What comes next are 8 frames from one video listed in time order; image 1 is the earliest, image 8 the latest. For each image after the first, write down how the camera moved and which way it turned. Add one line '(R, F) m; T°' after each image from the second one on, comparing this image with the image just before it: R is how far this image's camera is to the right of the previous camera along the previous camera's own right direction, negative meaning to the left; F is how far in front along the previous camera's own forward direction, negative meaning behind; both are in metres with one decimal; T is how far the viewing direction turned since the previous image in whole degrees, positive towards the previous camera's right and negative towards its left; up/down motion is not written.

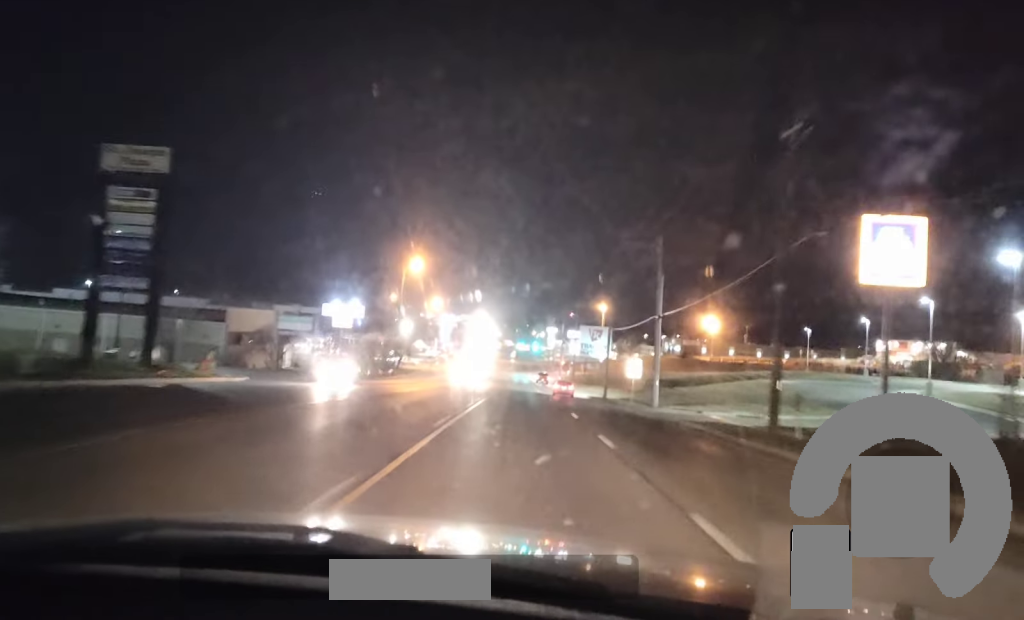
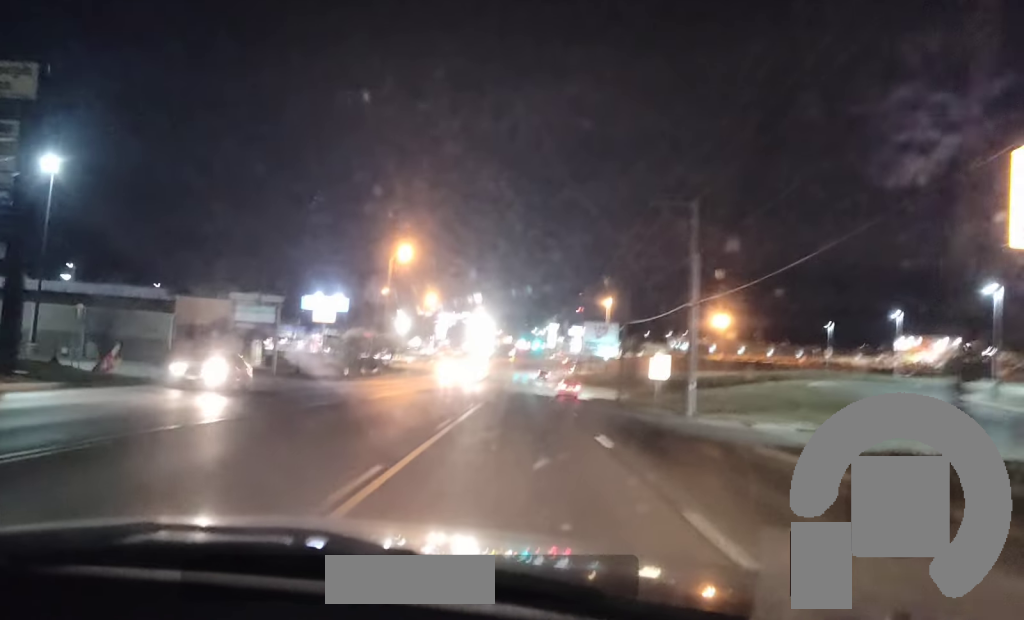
(0.0, +11.0) m; 0°
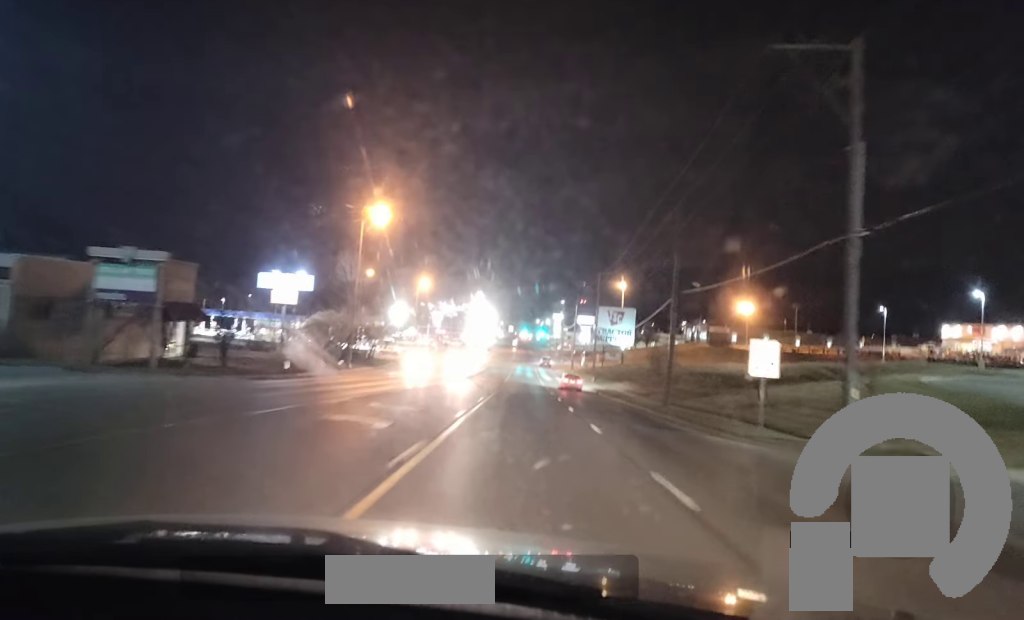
(+0.1, +20.4) m; 0°
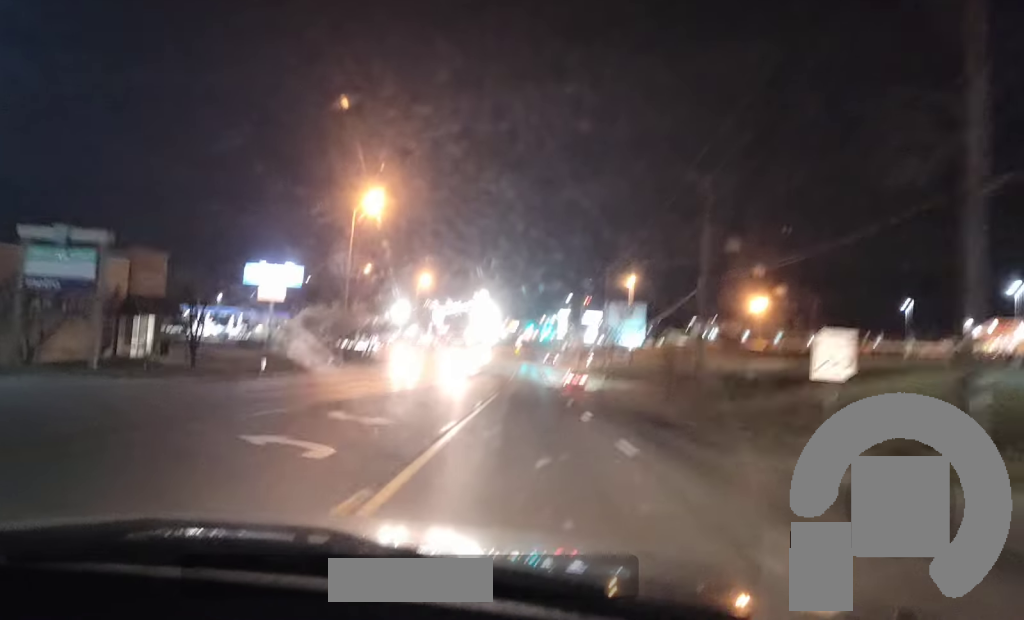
(0.0, +6.7) m; 0°
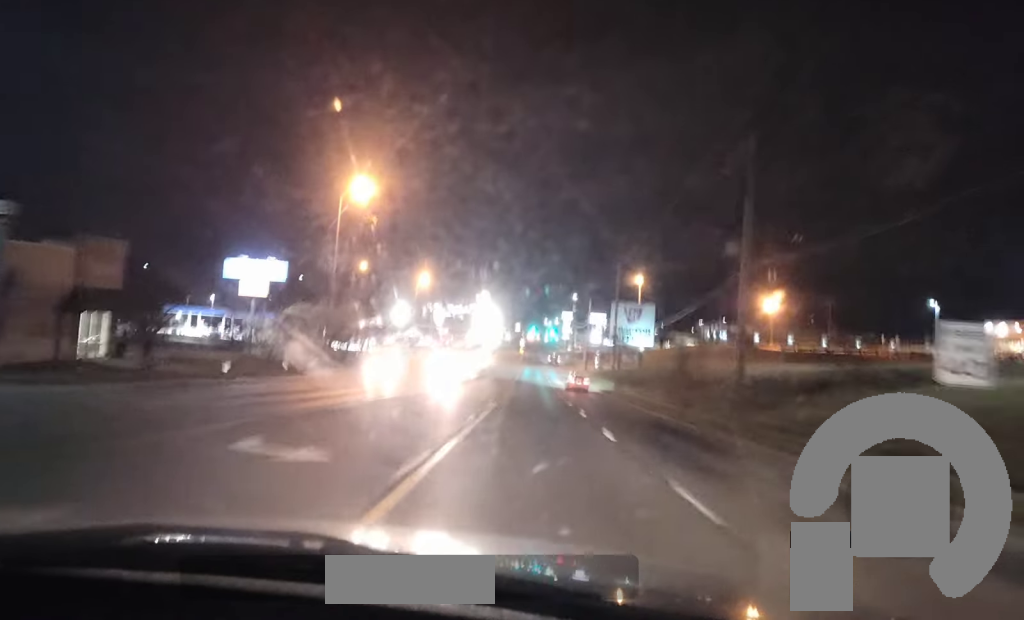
(0.0, +6.7) m; 0°
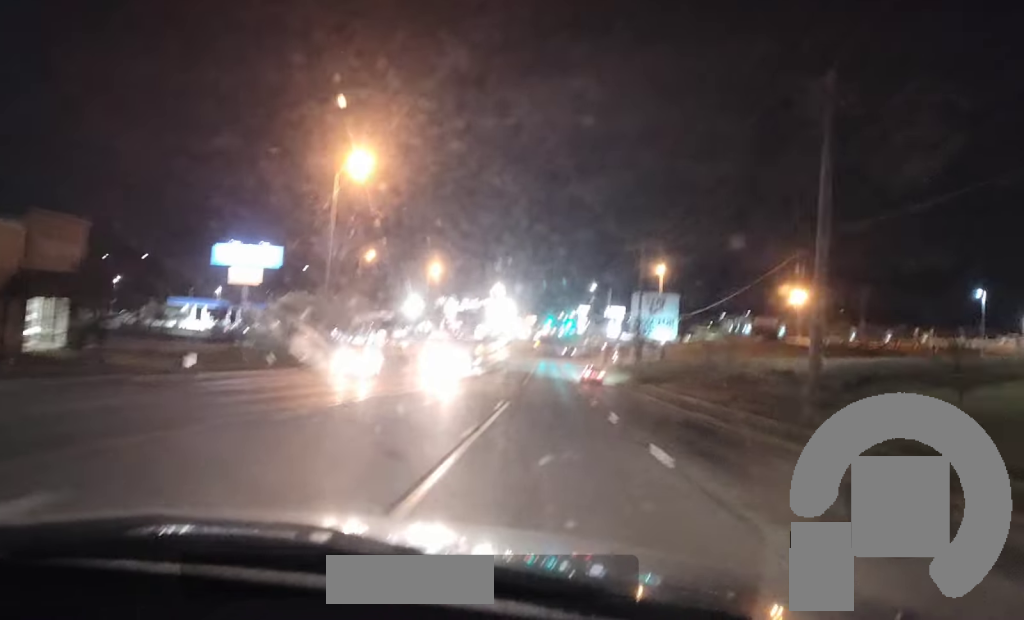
(0.0, +6.0) m; 0°
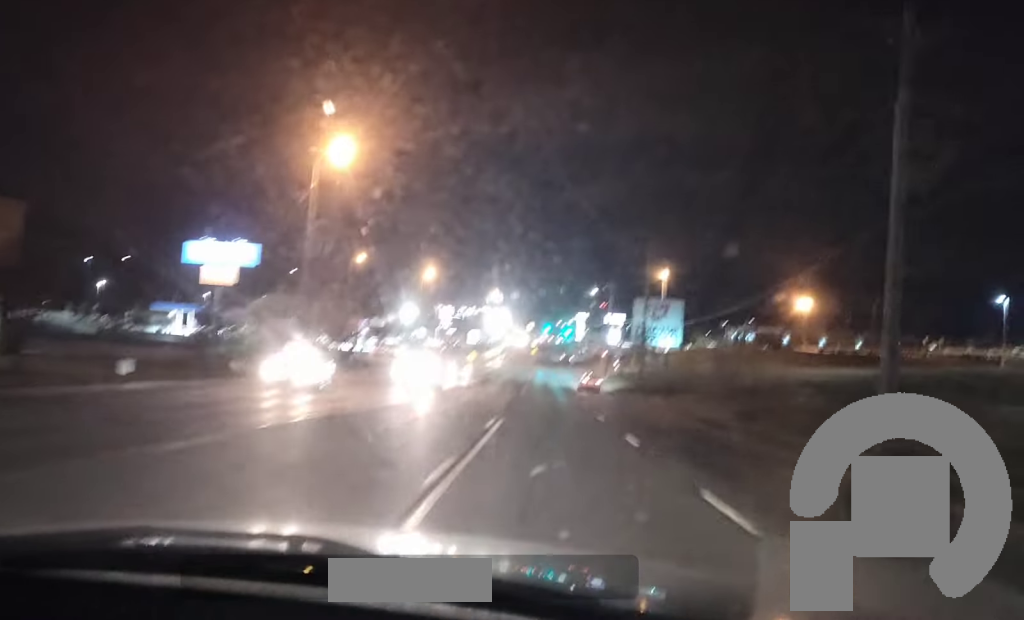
(0.0, +6.0) m; 0°
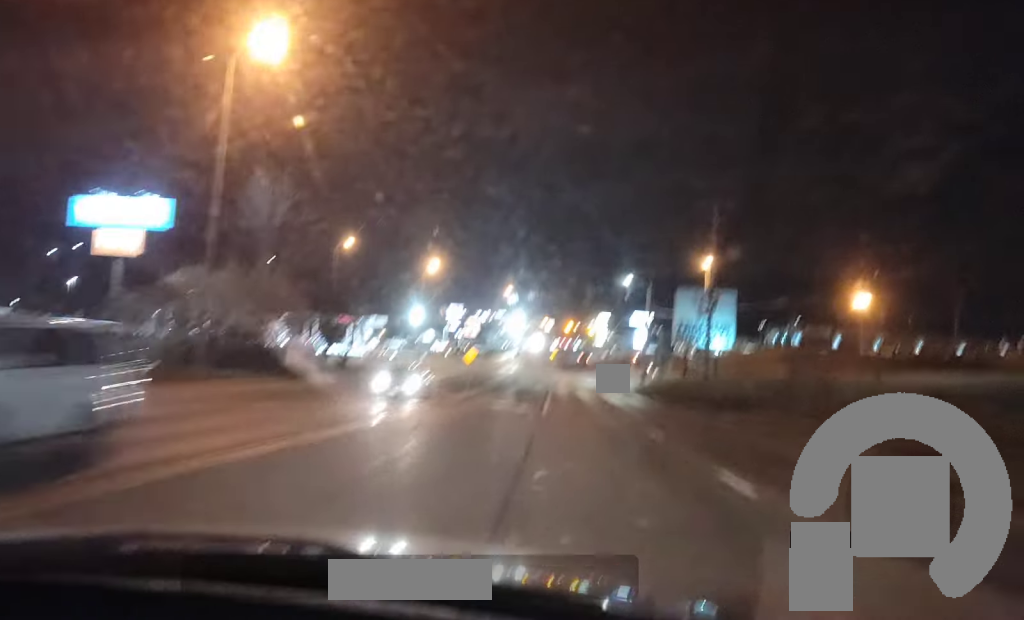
(-0.3, +19.4) m; -1°
